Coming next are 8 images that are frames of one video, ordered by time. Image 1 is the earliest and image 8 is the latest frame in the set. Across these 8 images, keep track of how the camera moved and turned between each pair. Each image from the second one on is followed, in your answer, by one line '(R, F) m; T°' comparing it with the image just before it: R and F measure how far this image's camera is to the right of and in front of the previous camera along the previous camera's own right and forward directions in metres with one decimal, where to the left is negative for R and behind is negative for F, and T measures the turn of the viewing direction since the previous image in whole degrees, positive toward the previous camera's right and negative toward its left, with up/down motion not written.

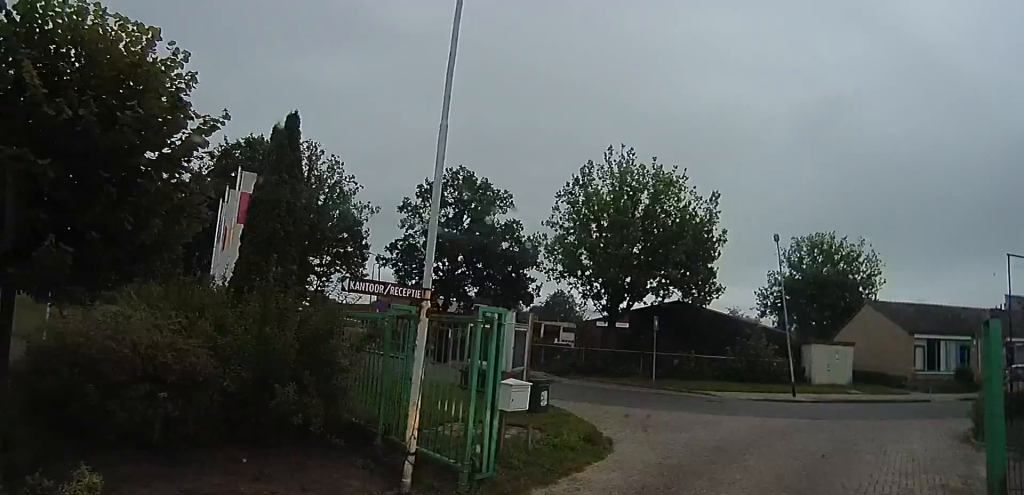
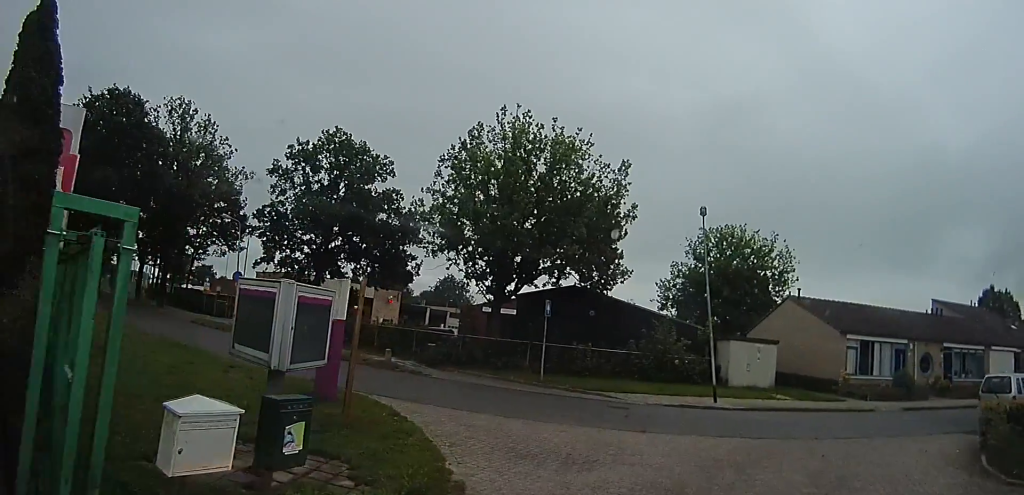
(0.0, +4.7) m; 0°
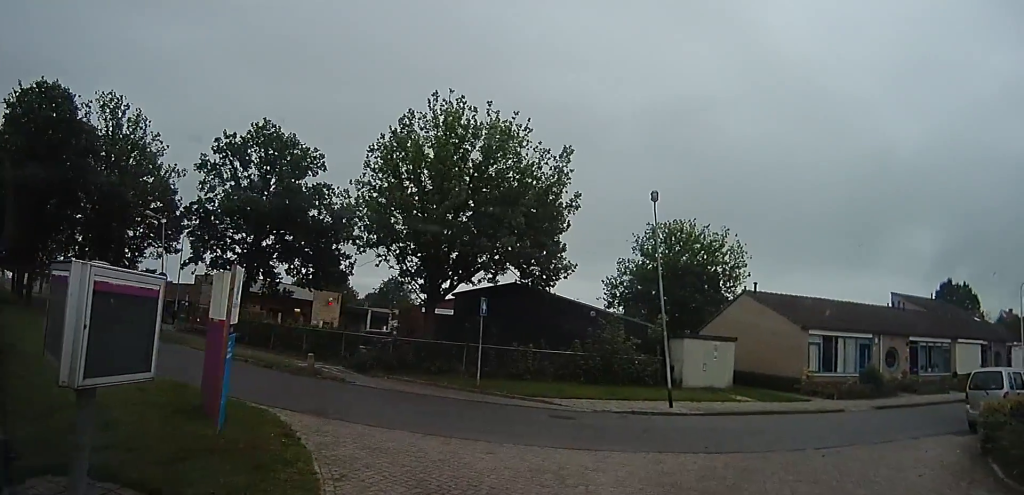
(0.0, +2.2) m; +2°
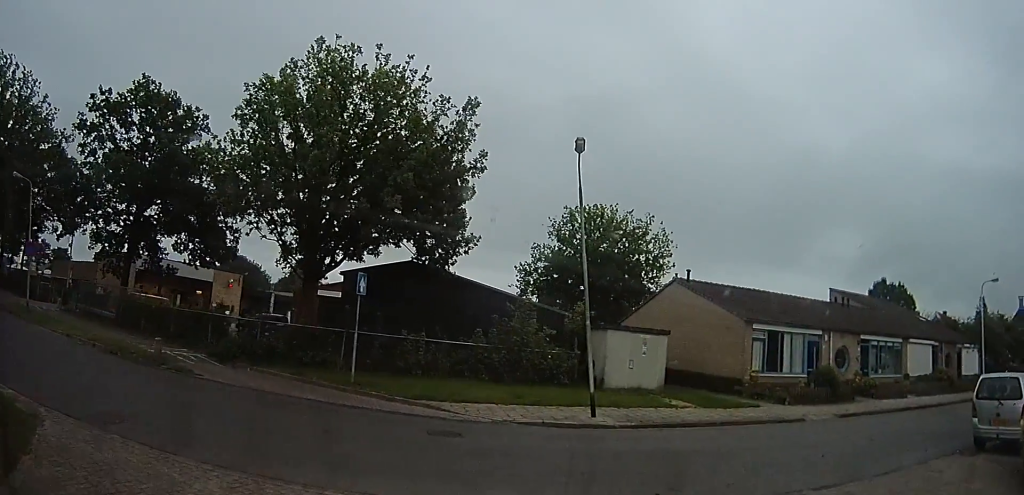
(+0.5, +4.4) m; +20°
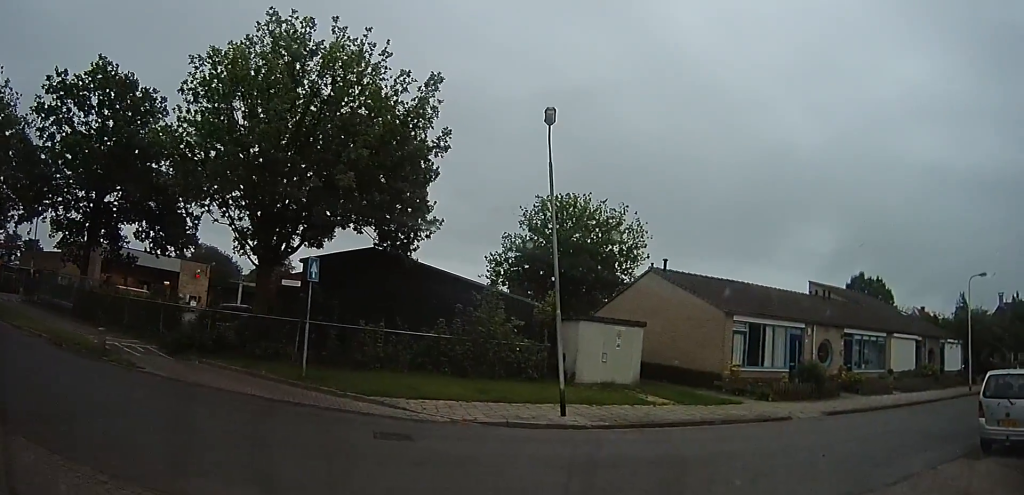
(+0.3, +1.6) m; +9°
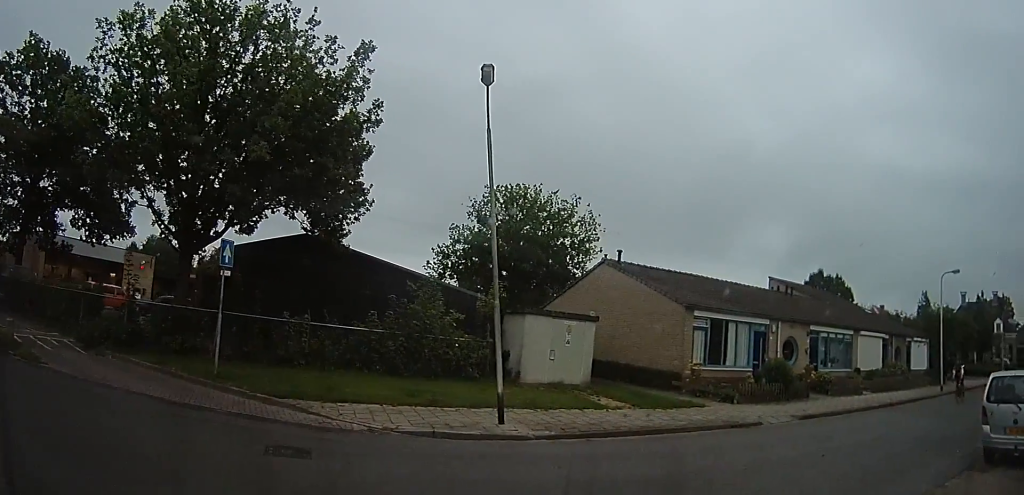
(+0.1, +2.4) m; +2°
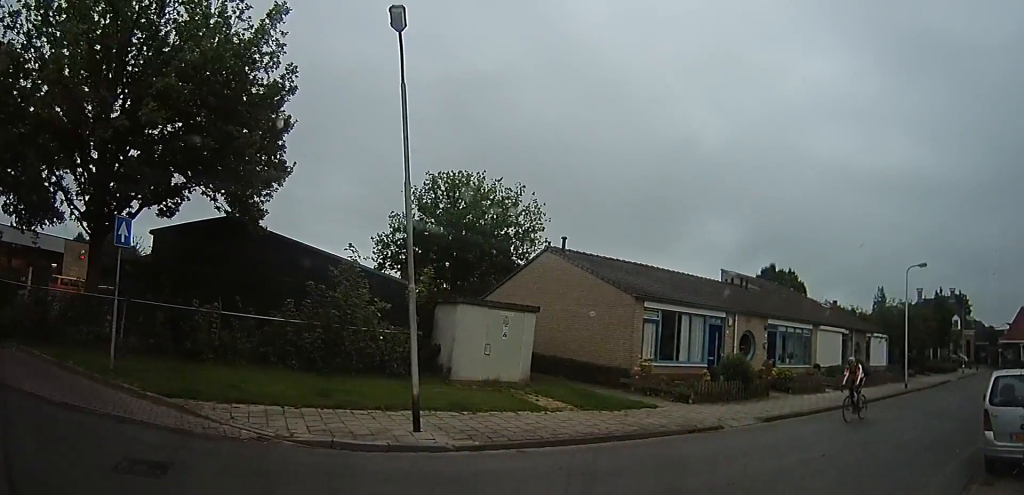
(0.0, +2.3) m; +4°
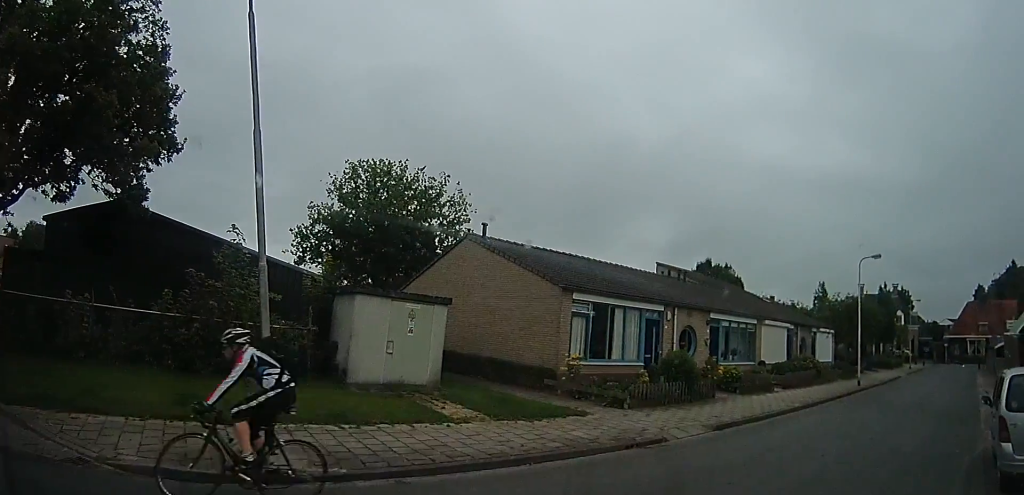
(+0.3, +2.3) m; +19°
